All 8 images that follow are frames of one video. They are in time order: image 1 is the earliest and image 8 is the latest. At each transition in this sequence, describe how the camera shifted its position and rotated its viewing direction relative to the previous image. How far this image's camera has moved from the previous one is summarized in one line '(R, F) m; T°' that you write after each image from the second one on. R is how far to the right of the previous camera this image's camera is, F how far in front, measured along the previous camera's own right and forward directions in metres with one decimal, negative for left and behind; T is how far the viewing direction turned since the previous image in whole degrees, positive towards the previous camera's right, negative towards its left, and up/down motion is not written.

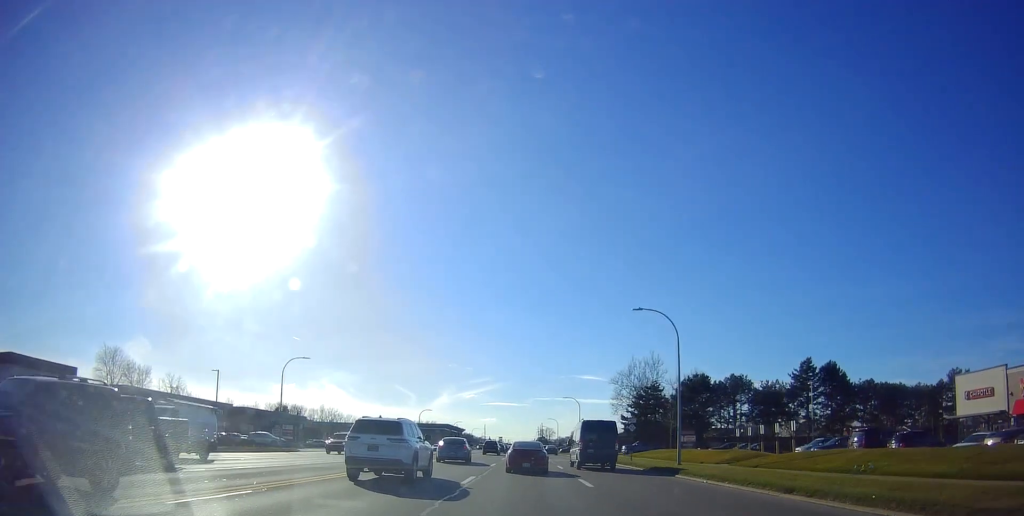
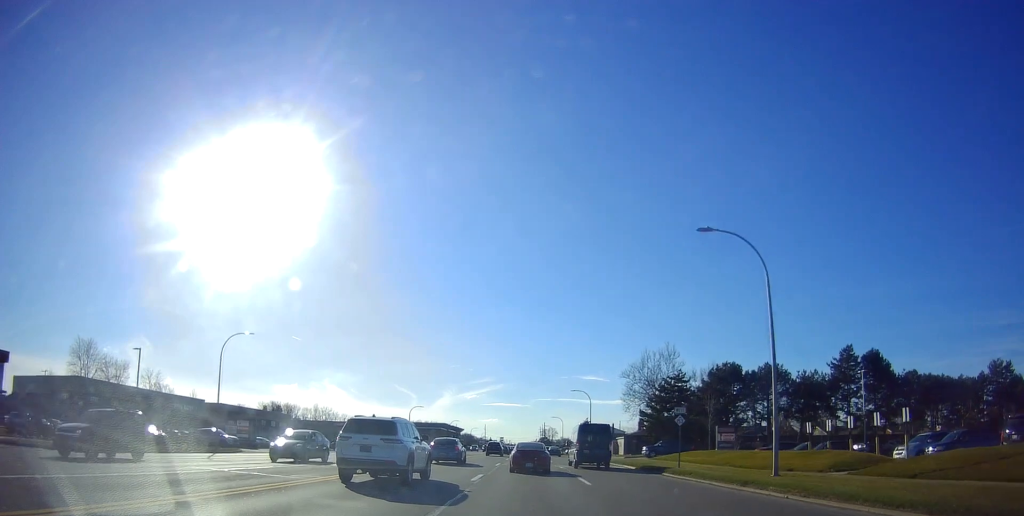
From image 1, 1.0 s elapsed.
(+0.2, +13.3) m; +1°
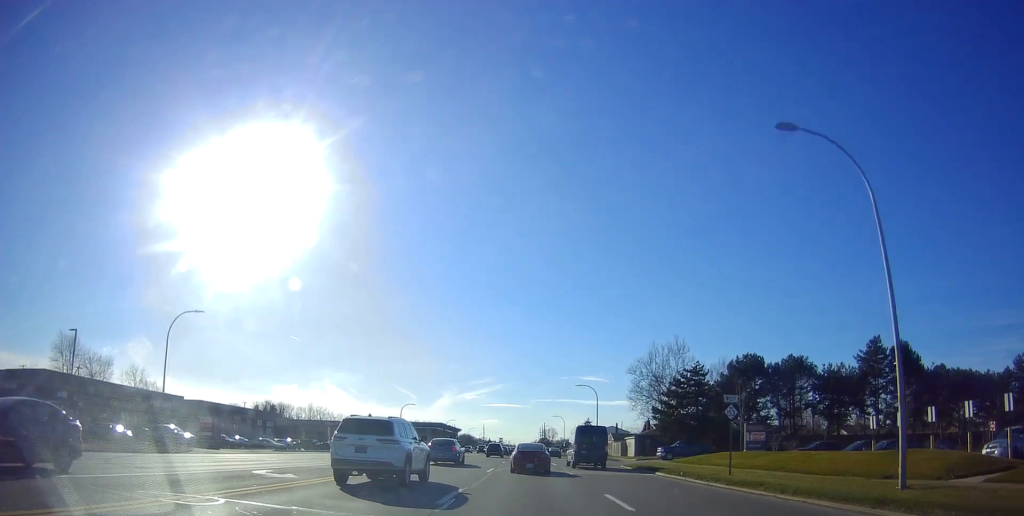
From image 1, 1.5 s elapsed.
(+0.1, +7.3) m; 0°
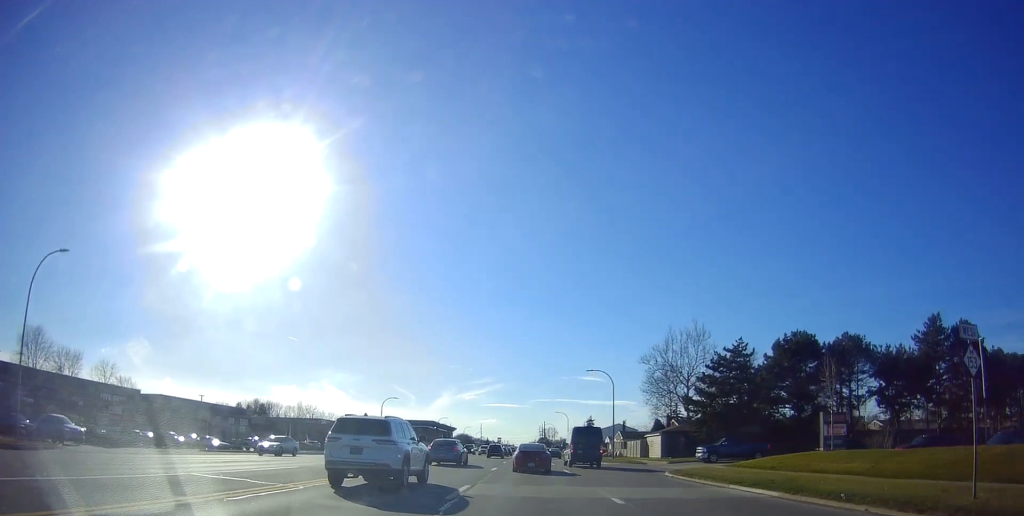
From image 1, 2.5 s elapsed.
(+0.1, +14.5) m; 0°
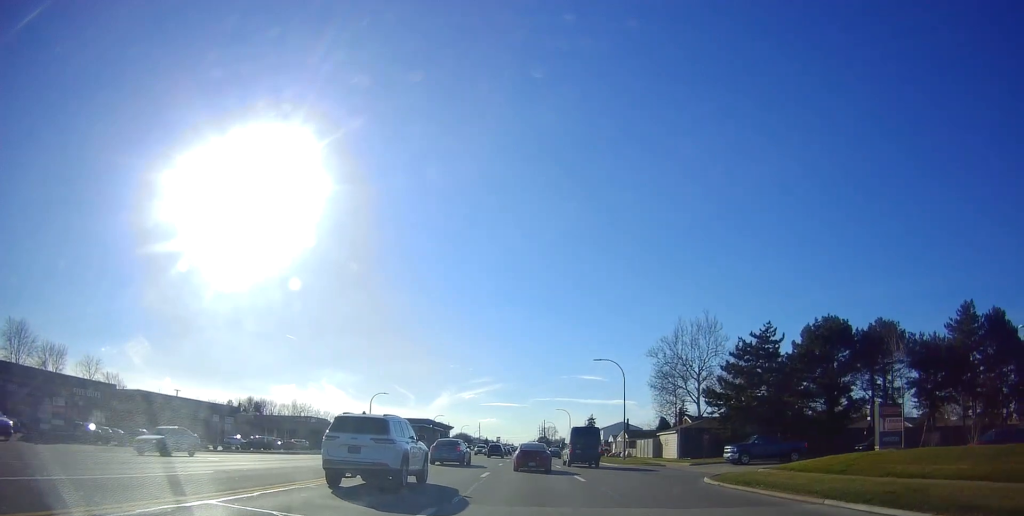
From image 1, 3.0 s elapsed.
(0.0, +7.2) m; 0°
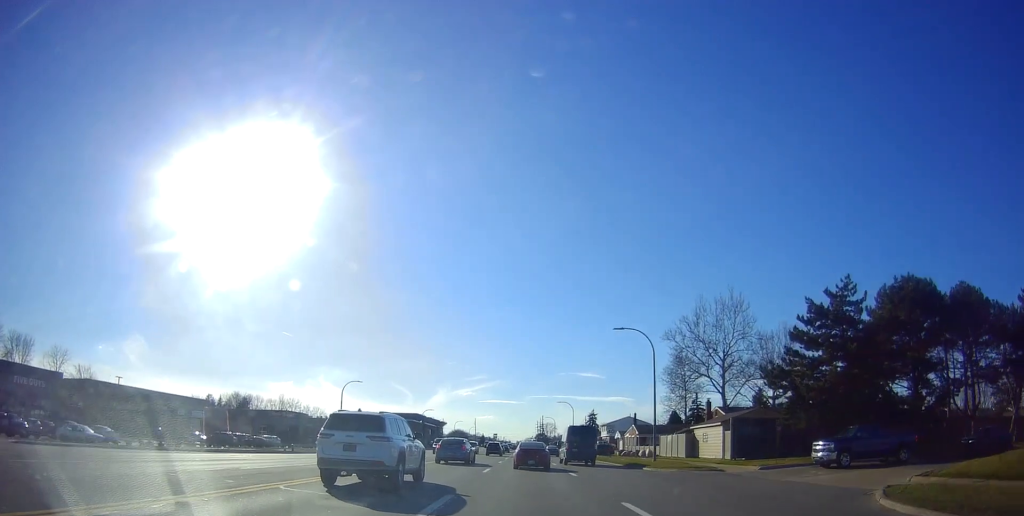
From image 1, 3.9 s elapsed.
(0.0, +13.4) m; -1°
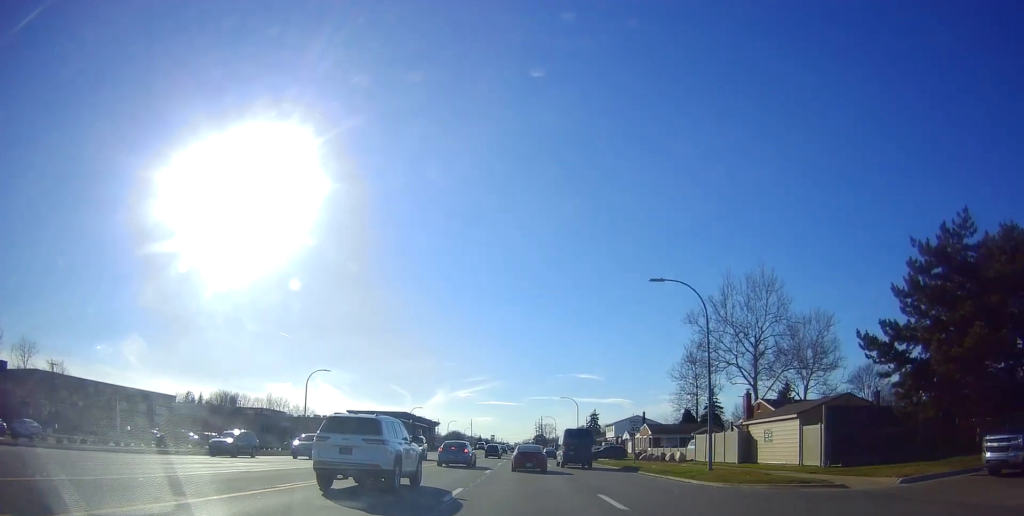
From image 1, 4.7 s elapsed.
(-0.1, +12.0) m; -1°
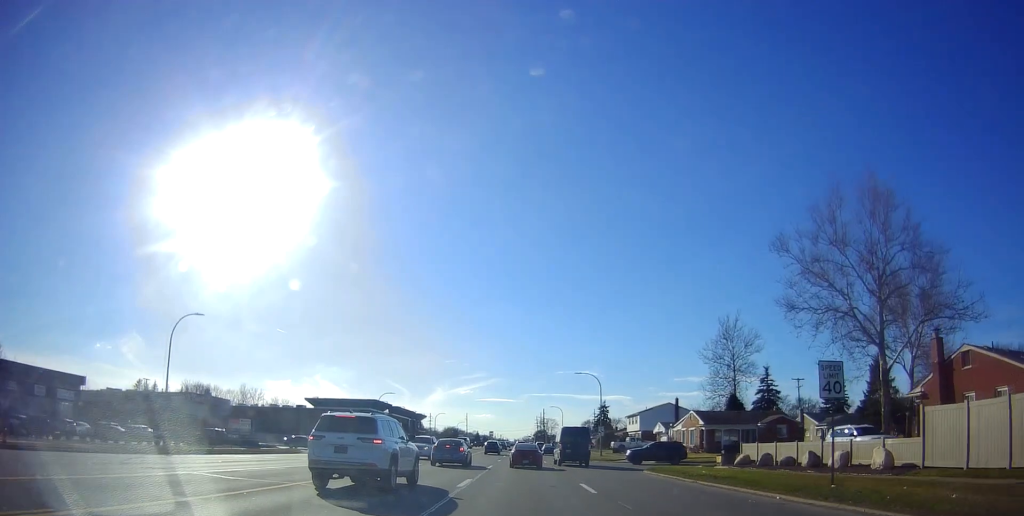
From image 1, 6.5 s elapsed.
(-0.1, +26.1) m; 0°
